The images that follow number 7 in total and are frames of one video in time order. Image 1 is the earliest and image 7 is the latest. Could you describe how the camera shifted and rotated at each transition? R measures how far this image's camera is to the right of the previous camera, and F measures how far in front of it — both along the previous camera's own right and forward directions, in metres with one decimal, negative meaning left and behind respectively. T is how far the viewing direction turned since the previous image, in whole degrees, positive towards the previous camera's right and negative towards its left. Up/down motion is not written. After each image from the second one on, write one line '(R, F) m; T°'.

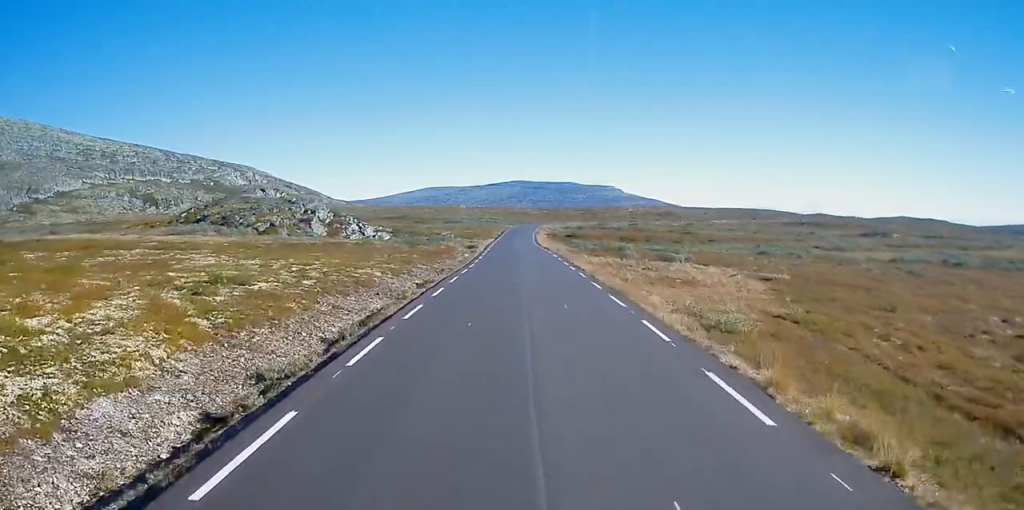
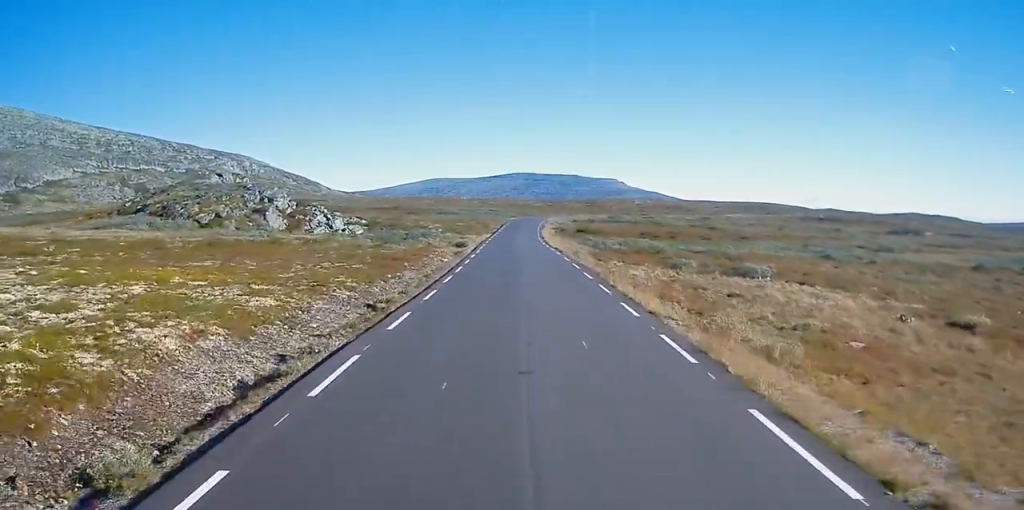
(-0.3, +20.3) m; 0°
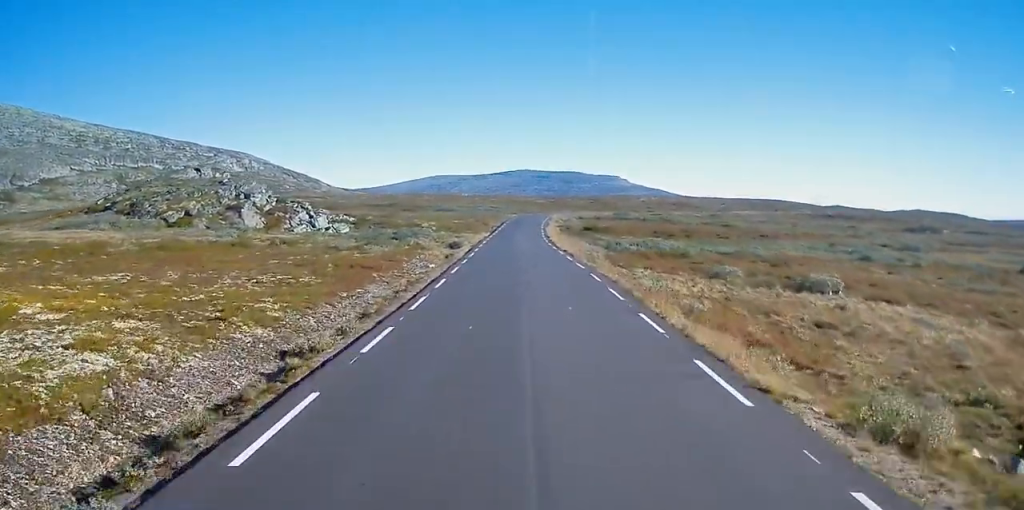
(+0.2, +8.8) m; 0°
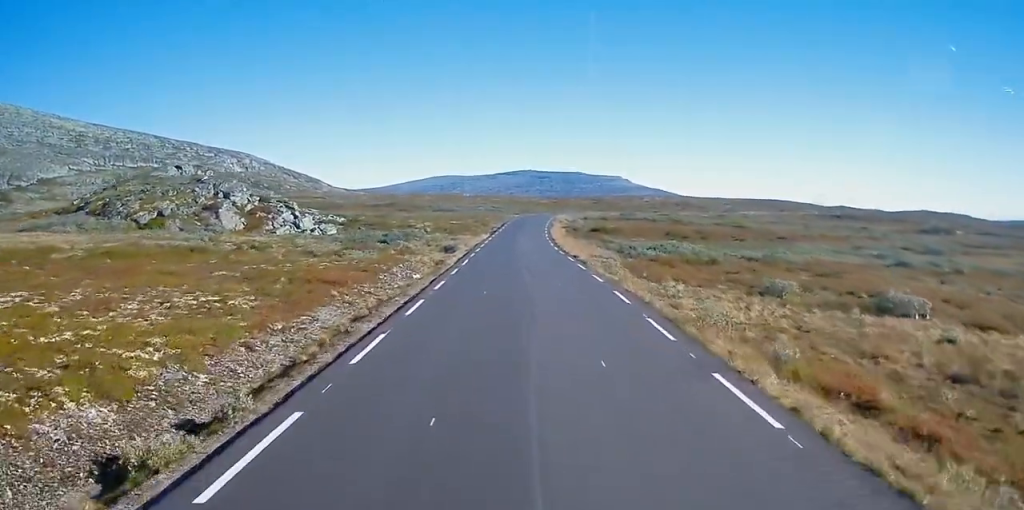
(0.0, +6.8) m; 0°
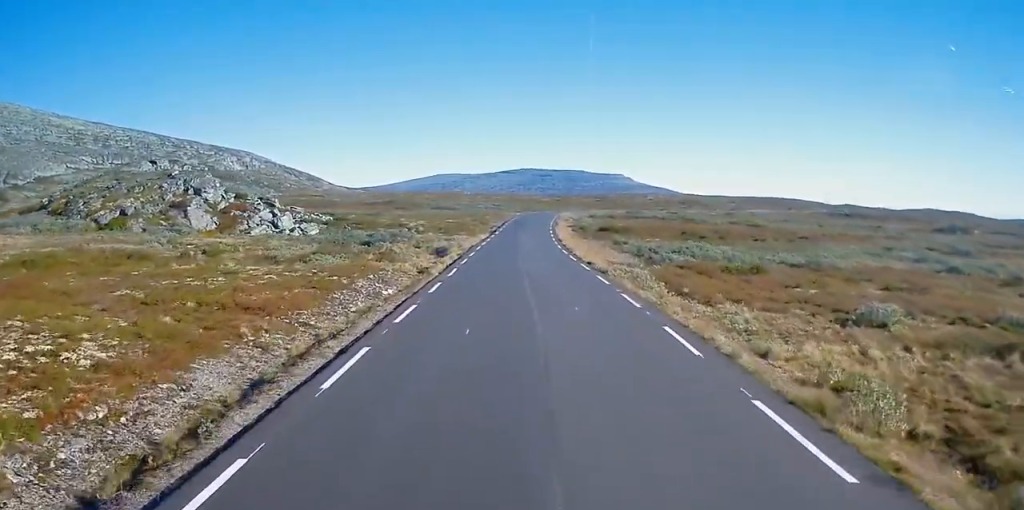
(-0.2, +7.8) m; 0°
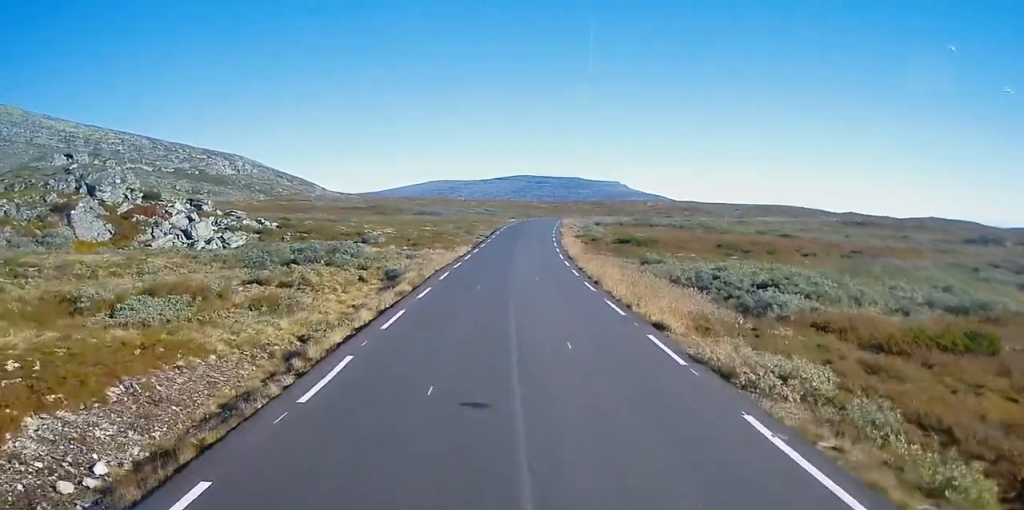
(+0.2, +18.5) m; 0°
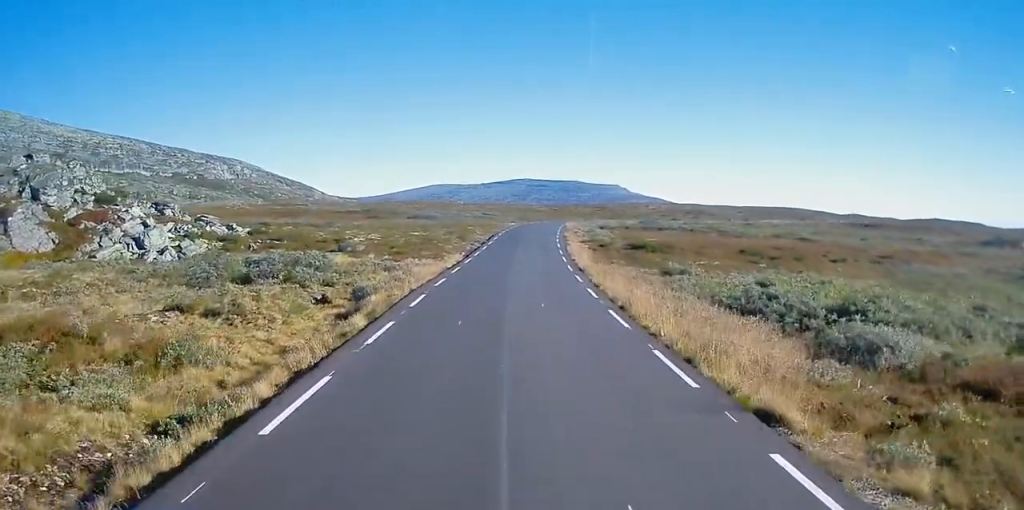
(0.0, +7.4) m; 0°
